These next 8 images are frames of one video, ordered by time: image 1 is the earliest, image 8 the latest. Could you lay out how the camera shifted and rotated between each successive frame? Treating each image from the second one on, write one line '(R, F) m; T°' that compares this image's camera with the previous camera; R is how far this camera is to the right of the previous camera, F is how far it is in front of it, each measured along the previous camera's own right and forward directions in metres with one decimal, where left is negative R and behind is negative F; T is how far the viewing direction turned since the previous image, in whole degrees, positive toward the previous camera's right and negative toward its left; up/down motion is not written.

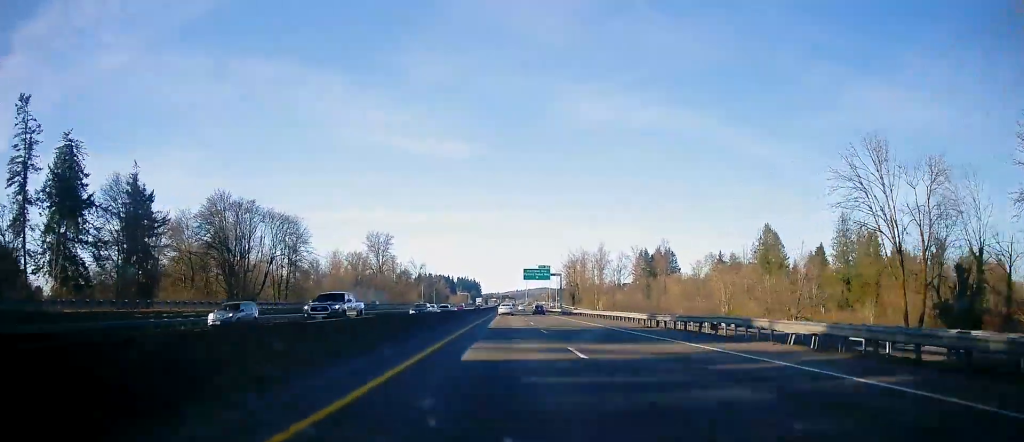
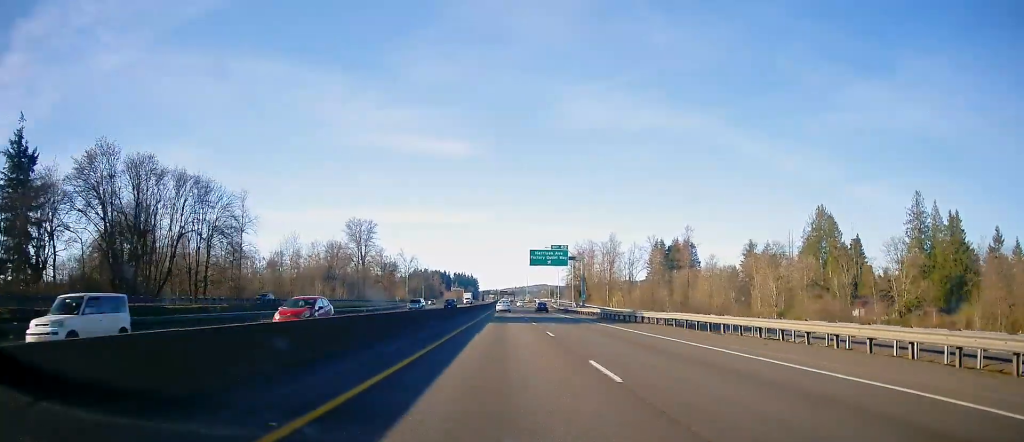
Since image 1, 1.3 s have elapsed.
(+0.1, +41.5) m; 0°
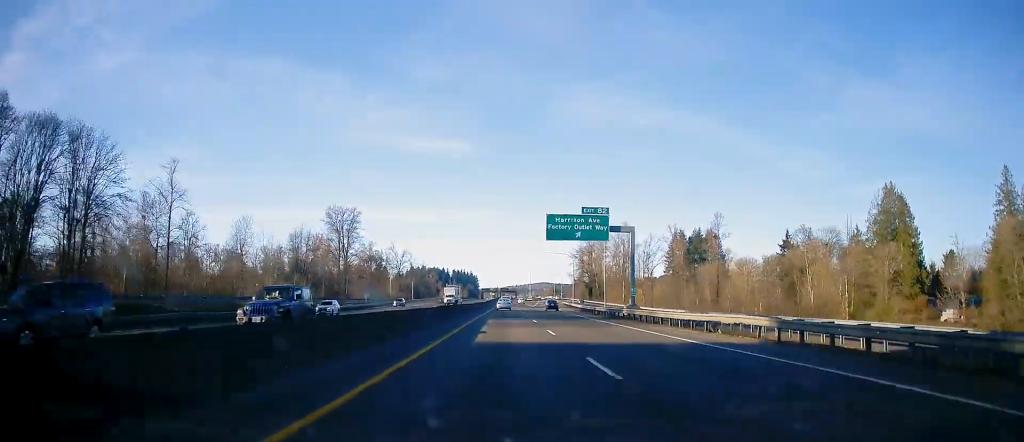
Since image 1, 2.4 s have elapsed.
(+0.1, +36.6) m; 0°
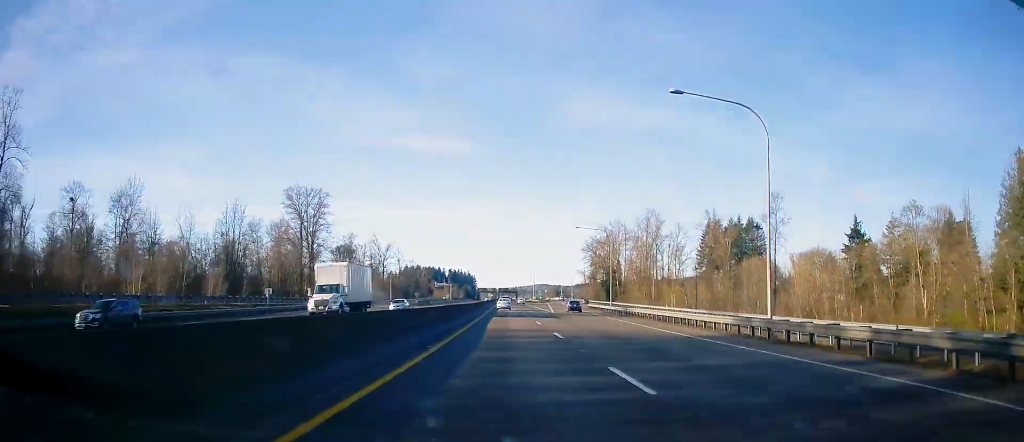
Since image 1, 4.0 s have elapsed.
(-0.1, +51.1) m; 0°
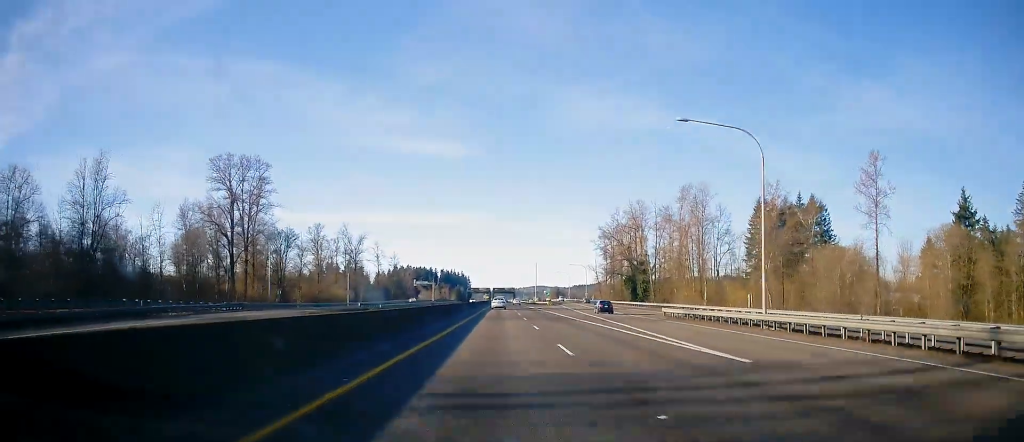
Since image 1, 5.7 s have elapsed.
(+0.5, +57.0) m; +1°
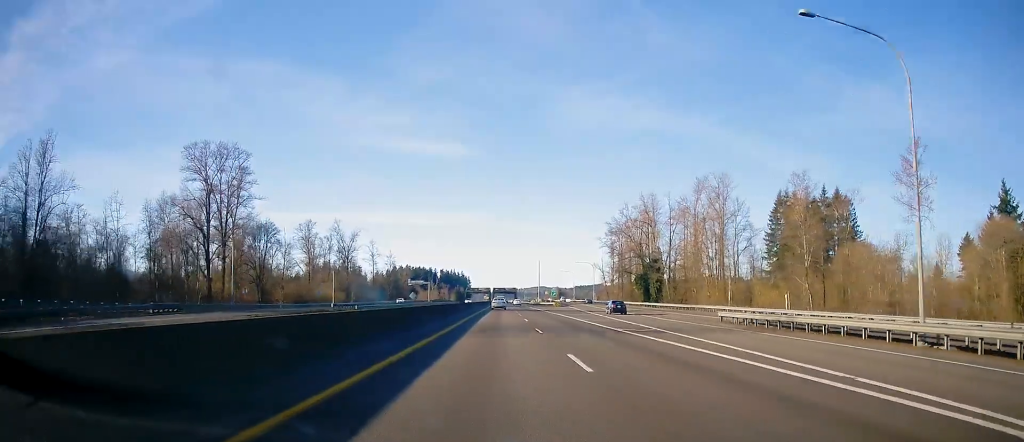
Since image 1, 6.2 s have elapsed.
(0.0, +15.3) m; 0°
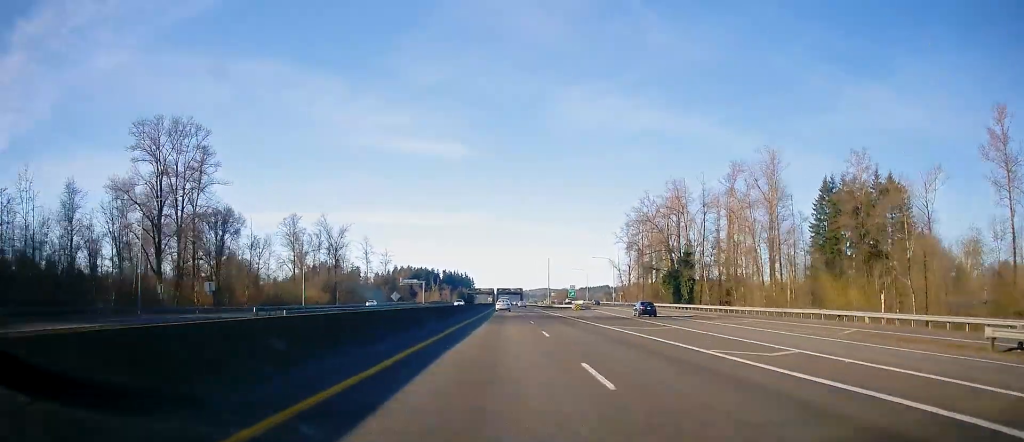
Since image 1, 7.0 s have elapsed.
(0.0, +26.3) m; -1°
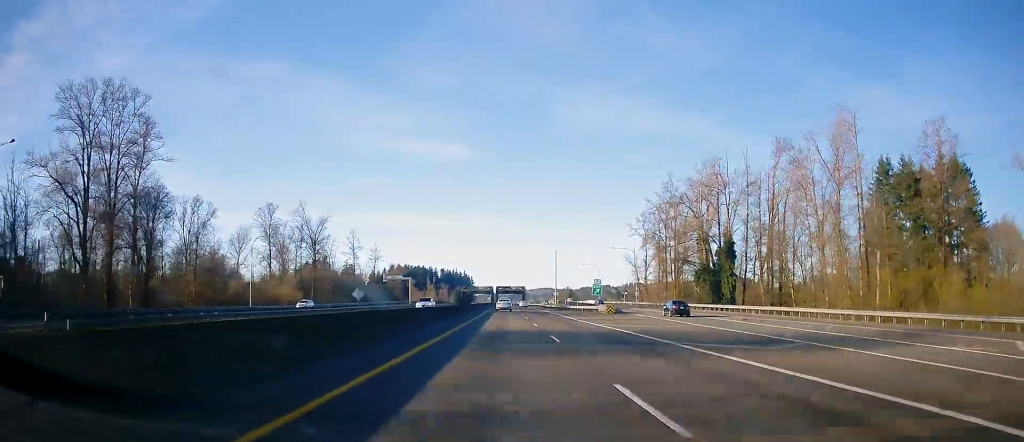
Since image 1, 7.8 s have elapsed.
(-0.3, +27.3) m; -1°
